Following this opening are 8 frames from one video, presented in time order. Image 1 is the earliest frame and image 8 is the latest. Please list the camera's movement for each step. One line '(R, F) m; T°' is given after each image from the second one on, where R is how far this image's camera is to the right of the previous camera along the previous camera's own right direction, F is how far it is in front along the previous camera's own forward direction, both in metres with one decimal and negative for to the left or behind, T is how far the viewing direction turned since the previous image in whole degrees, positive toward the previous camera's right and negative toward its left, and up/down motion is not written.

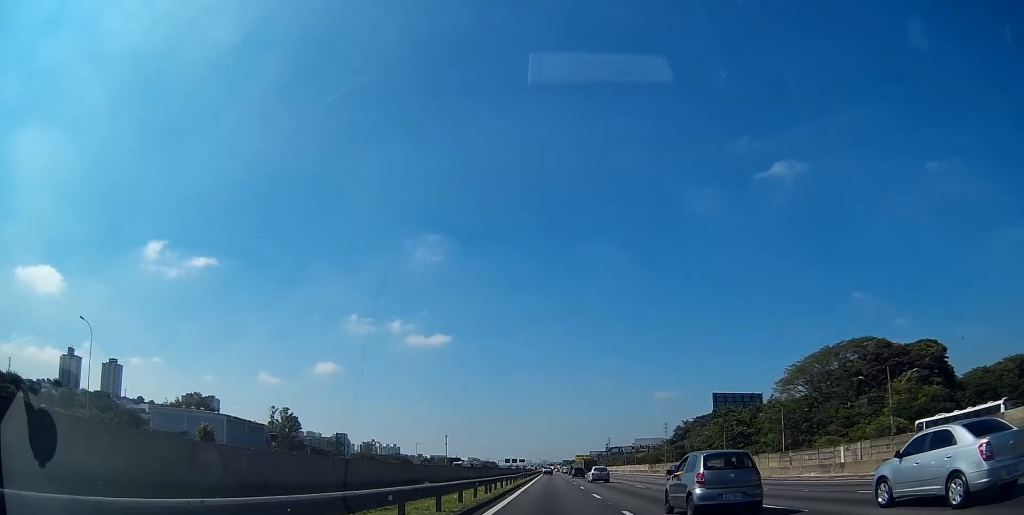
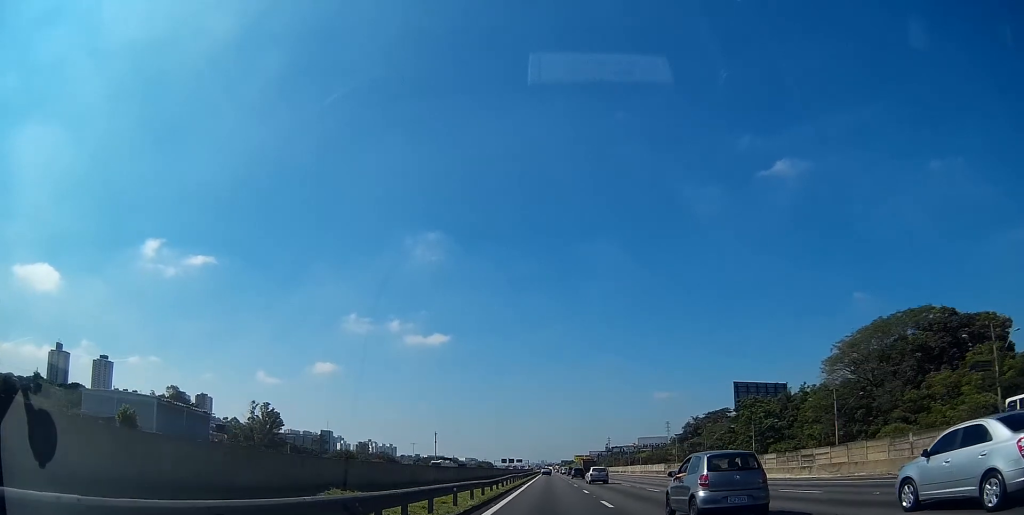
(0.0, +16.9) m; 0°
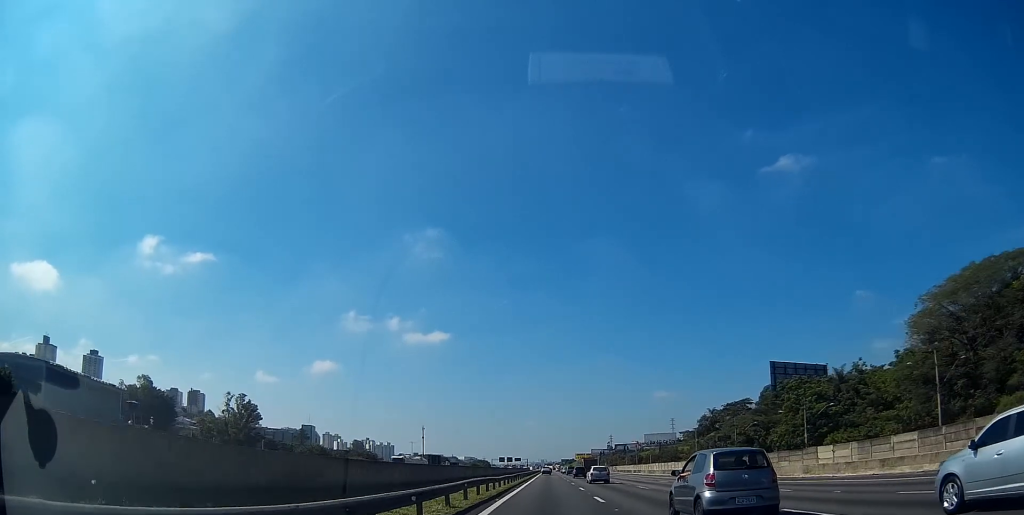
(+0.1, +19.9) m; 0°
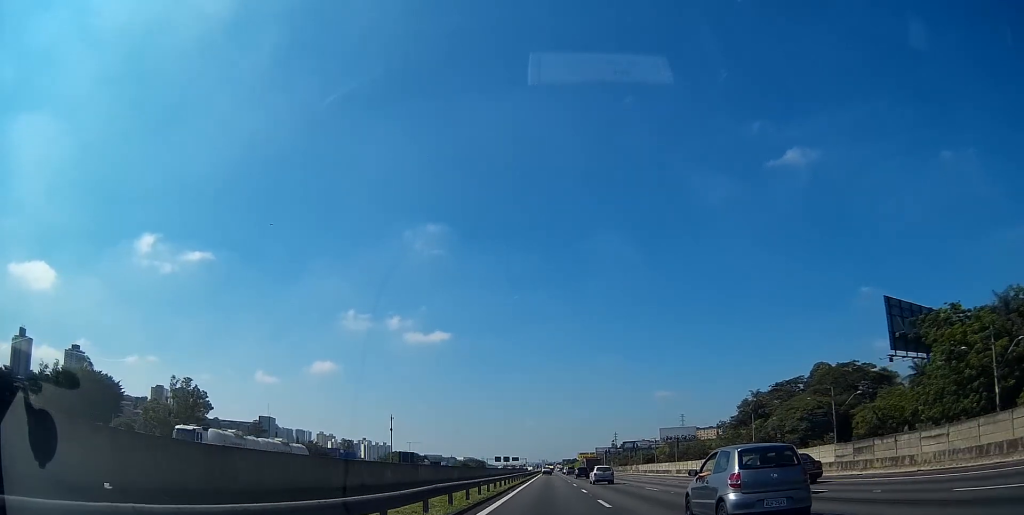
(-0.1, +34.5) m; -1°
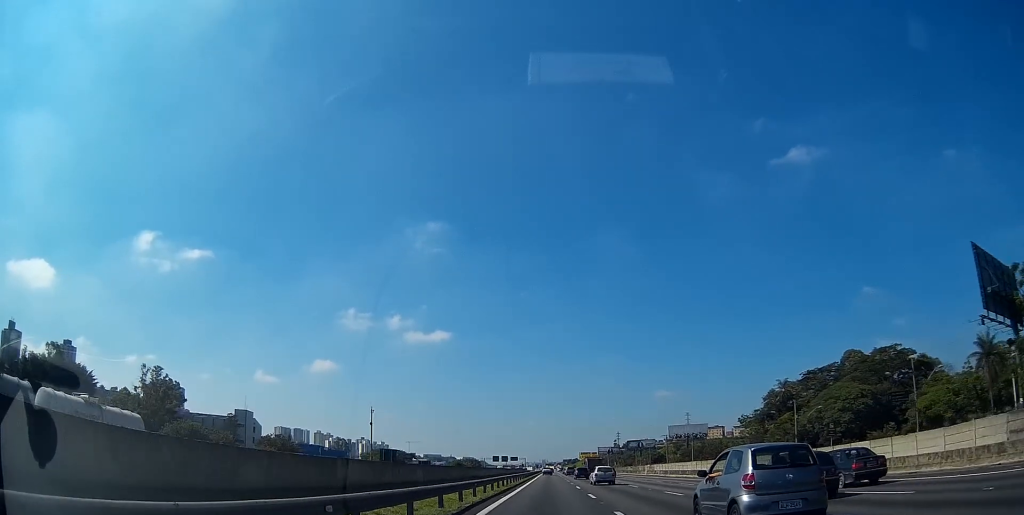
(-0.1, +14.8) m; 0°
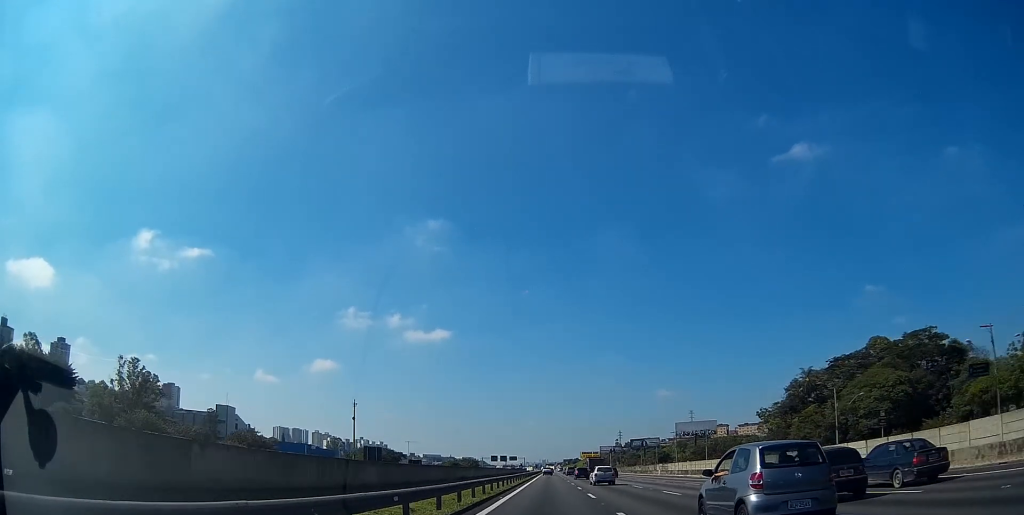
(-0.1, +10.3) m; 0°
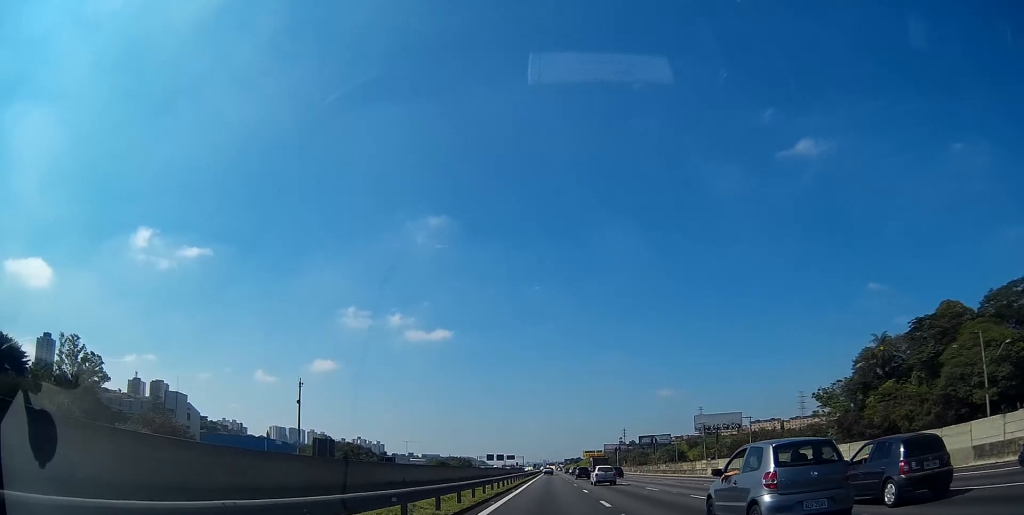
(+0.1, +25.6) m; +1°
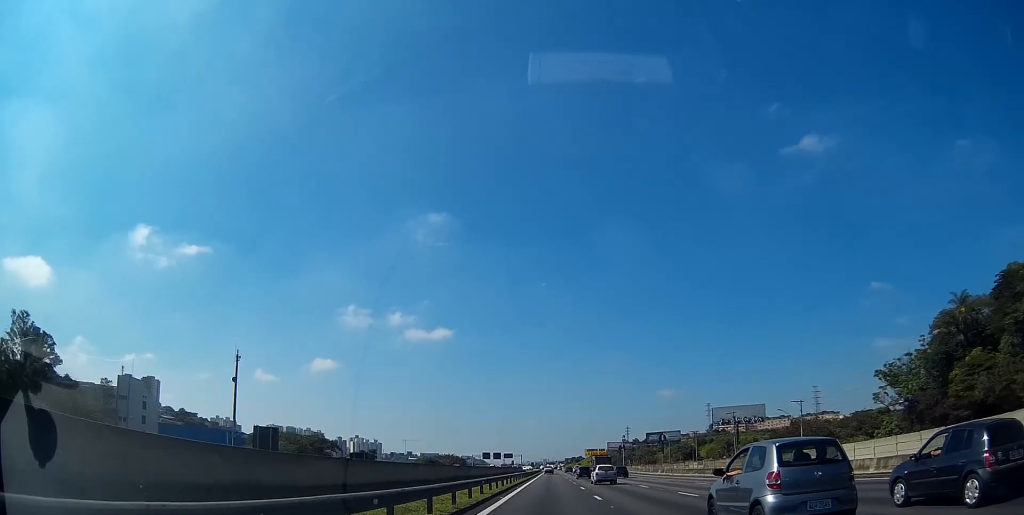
(+0.1, +20.5) m; 0°
